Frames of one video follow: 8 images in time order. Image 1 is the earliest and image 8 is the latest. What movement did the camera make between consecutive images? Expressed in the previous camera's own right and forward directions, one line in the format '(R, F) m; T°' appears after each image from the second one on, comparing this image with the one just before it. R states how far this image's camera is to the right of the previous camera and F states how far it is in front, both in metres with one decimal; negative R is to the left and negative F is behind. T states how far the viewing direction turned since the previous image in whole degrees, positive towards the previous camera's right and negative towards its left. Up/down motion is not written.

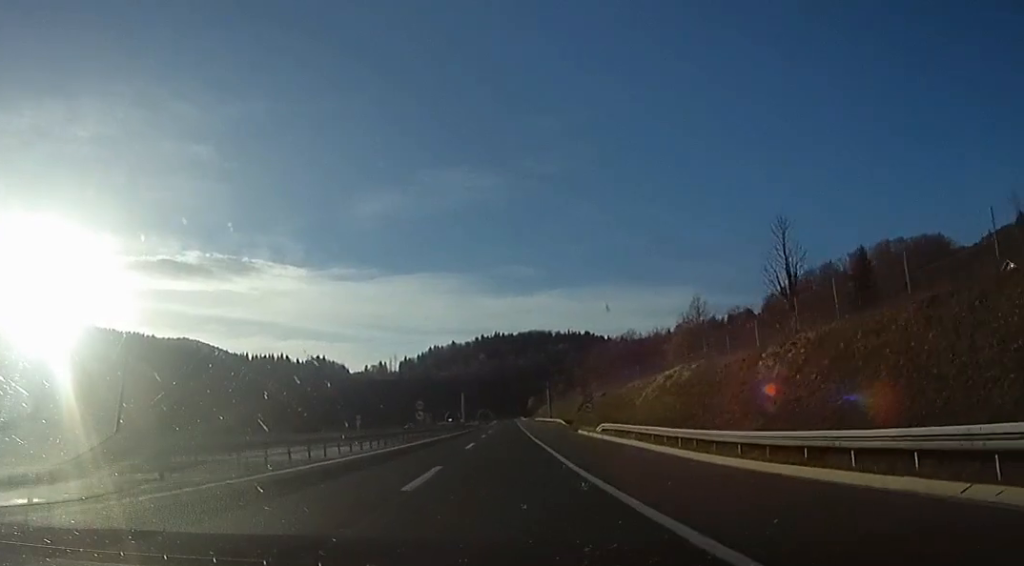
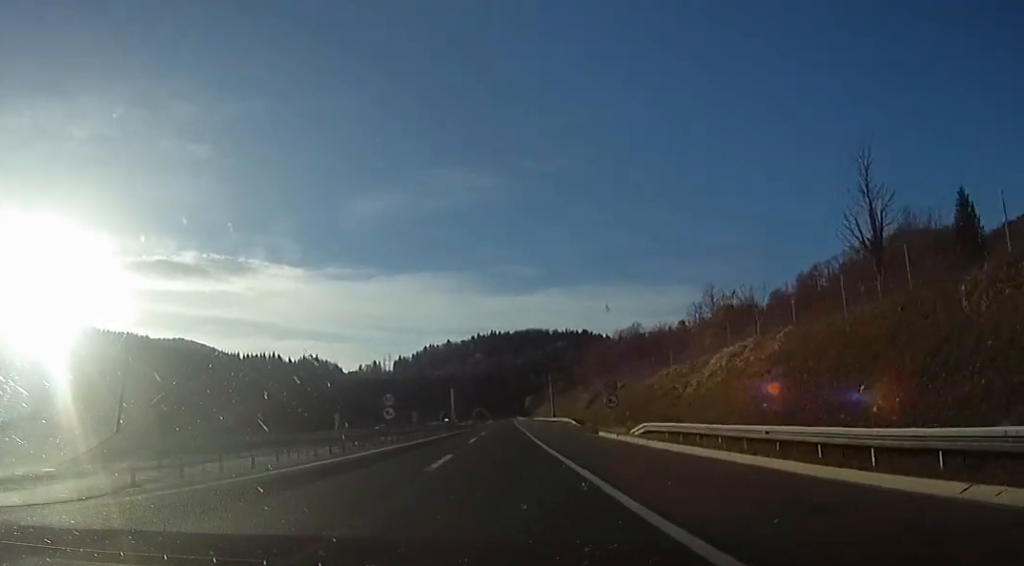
(+0.4, +12.7) m; +1°
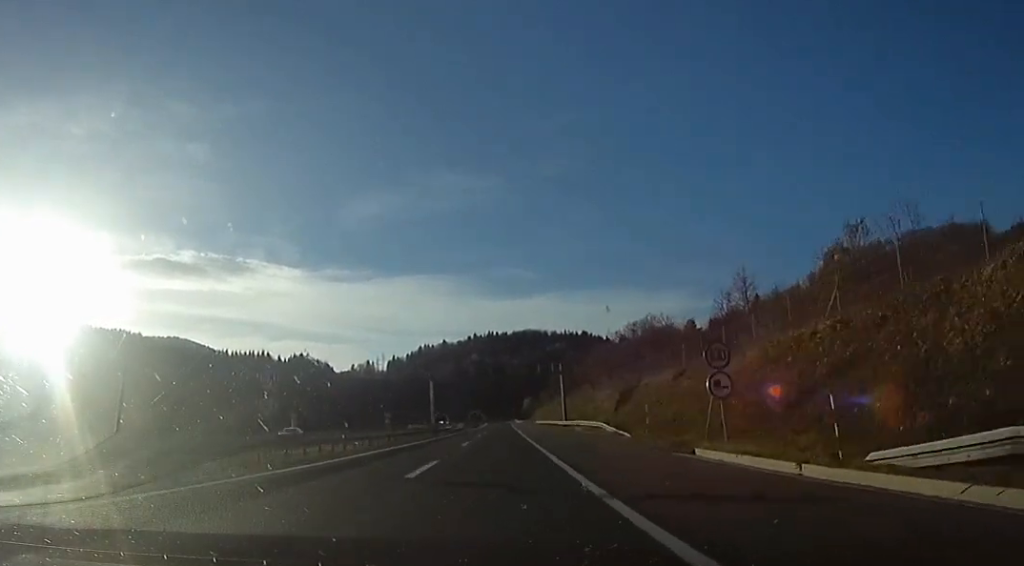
(+0.7, +20.3) m; +2°
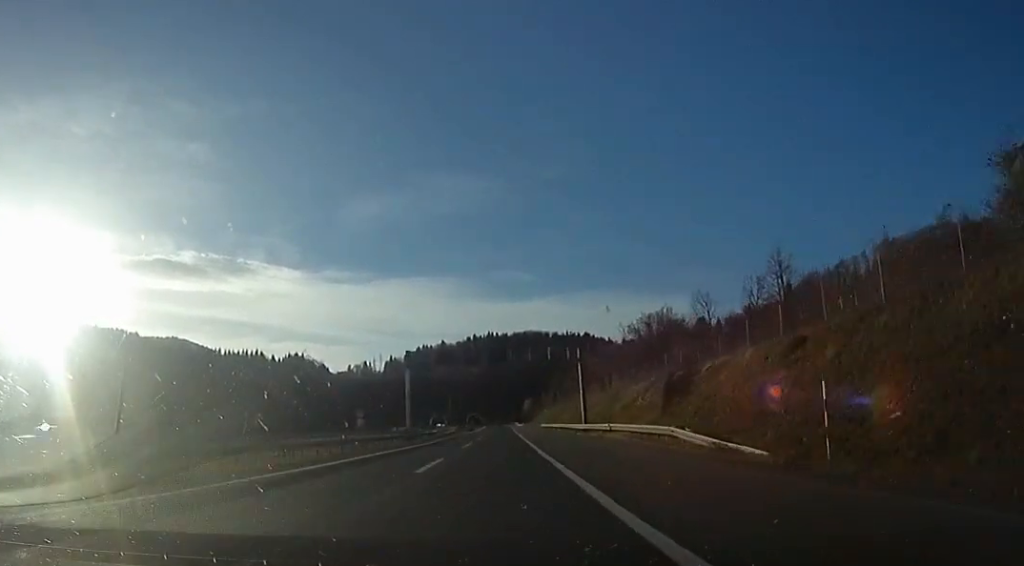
(0.0, +15.6) m; 0°
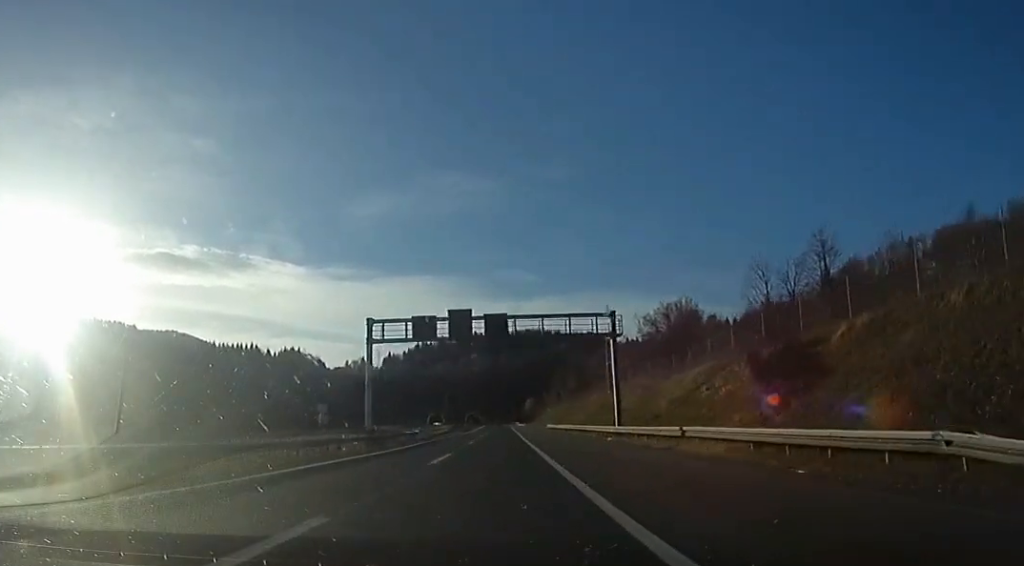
(0.0, +14.2) m; 0°
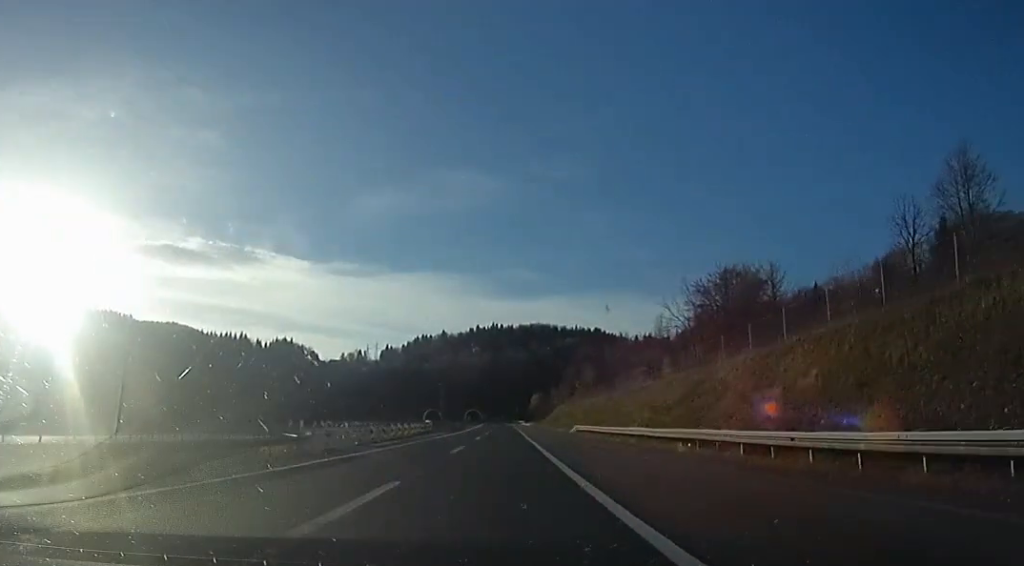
(0.0, +30.7) m; 0°
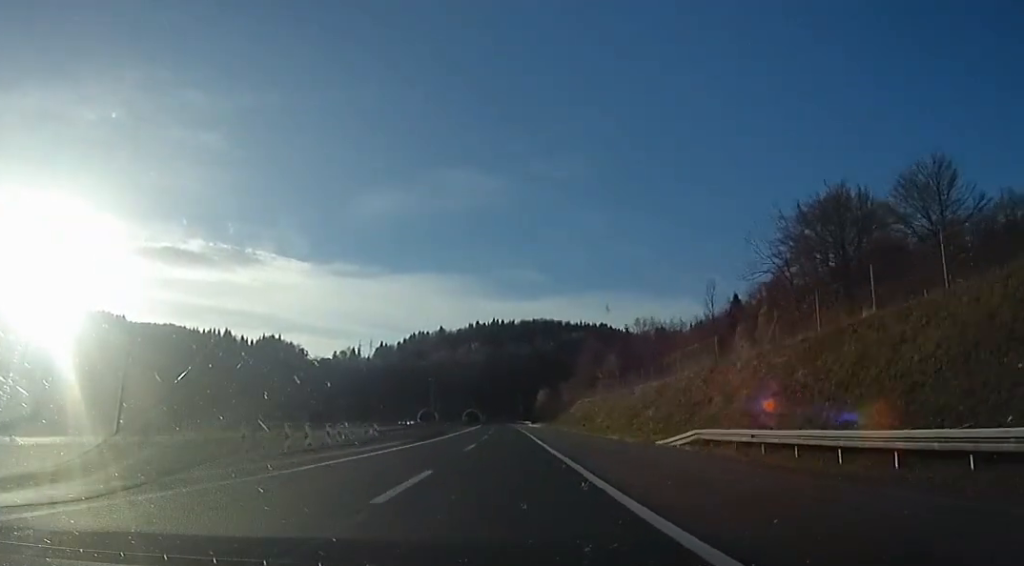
(0.0, +32.6) m; 0°
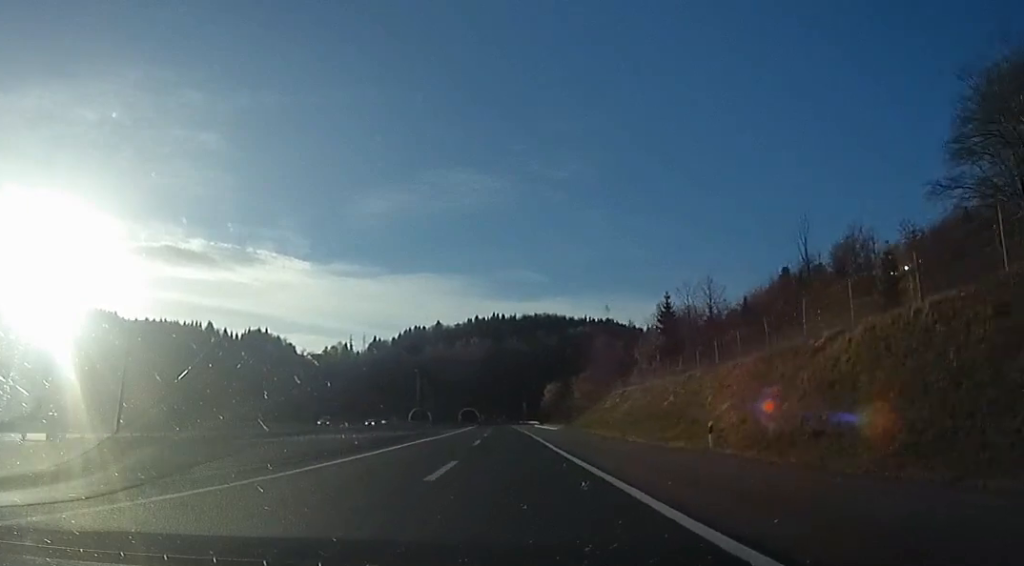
(0.0, +31.7) m; 0°
